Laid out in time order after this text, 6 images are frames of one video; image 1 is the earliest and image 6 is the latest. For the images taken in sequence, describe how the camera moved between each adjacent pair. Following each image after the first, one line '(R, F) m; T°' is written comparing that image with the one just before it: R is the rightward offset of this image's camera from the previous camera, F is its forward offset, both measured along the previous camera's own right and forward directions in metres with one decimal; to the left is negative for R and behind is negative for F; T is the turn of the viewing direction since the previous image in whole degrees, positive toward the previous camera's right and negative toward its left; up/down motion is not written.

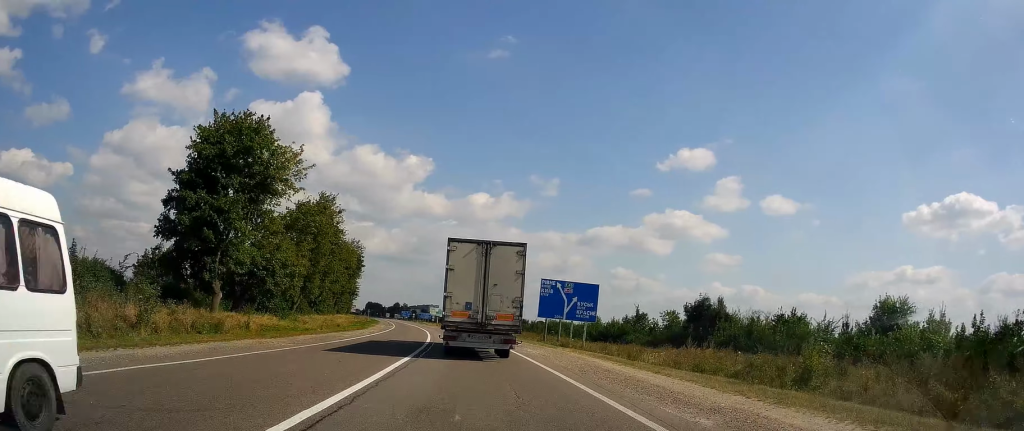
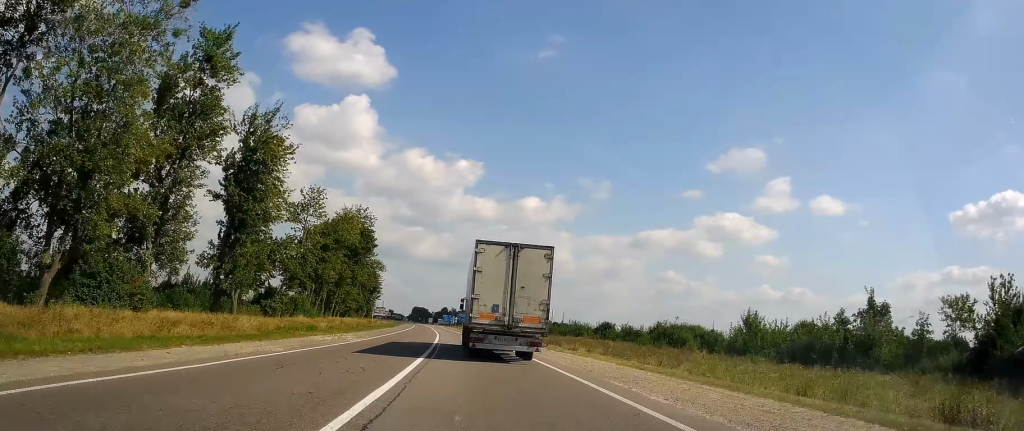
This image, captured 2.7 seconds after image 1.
(-3.1, +54.5) m; -8°
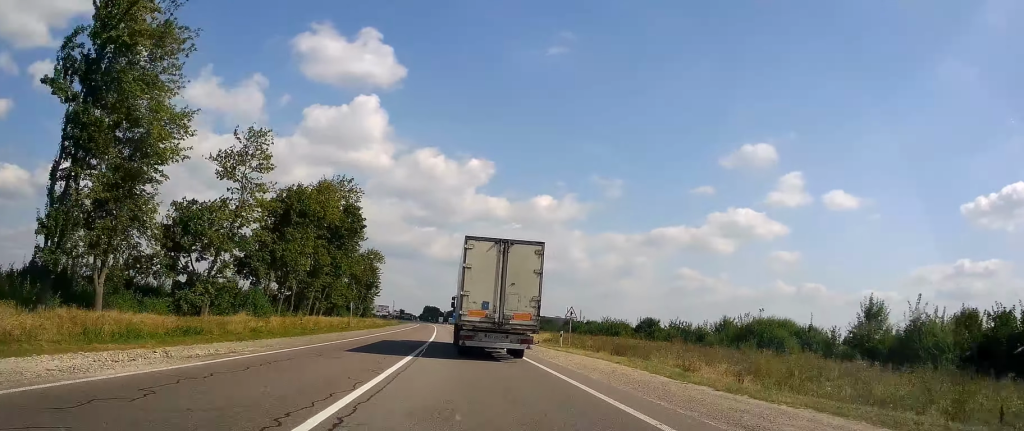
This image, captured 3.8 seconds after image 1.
(-0.4, +23.2) m; -1°
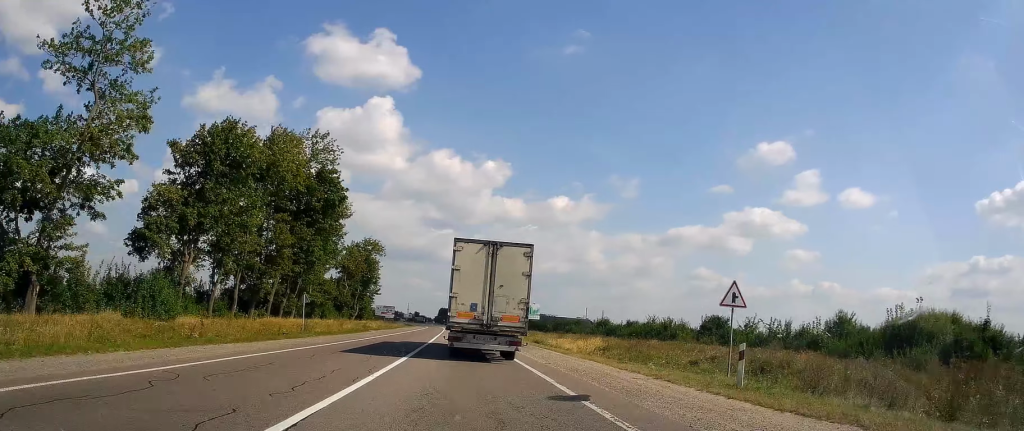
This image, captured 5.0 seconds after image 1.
(0.0, +24.7) m; 0°
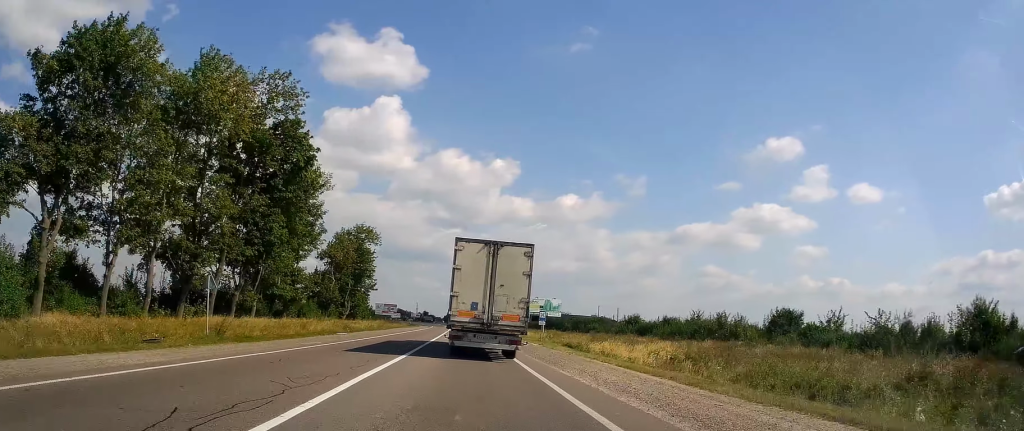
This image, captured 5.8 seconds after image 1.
(0.0, +18.6) m; -1°
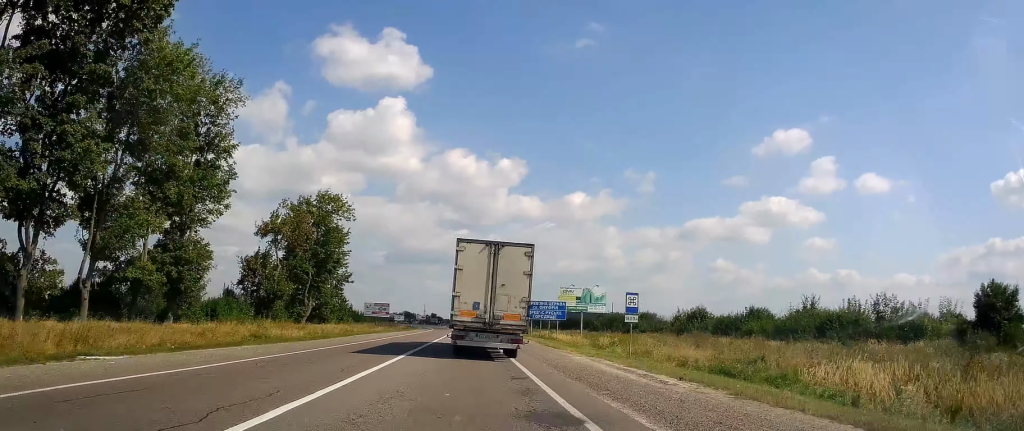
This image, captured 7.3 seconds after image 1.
(-0.7, +31.5) m; -3°
